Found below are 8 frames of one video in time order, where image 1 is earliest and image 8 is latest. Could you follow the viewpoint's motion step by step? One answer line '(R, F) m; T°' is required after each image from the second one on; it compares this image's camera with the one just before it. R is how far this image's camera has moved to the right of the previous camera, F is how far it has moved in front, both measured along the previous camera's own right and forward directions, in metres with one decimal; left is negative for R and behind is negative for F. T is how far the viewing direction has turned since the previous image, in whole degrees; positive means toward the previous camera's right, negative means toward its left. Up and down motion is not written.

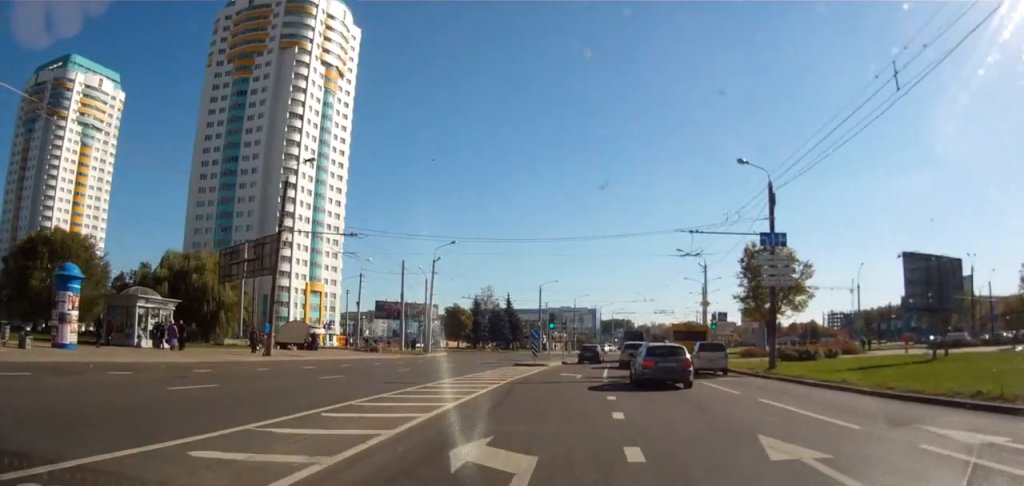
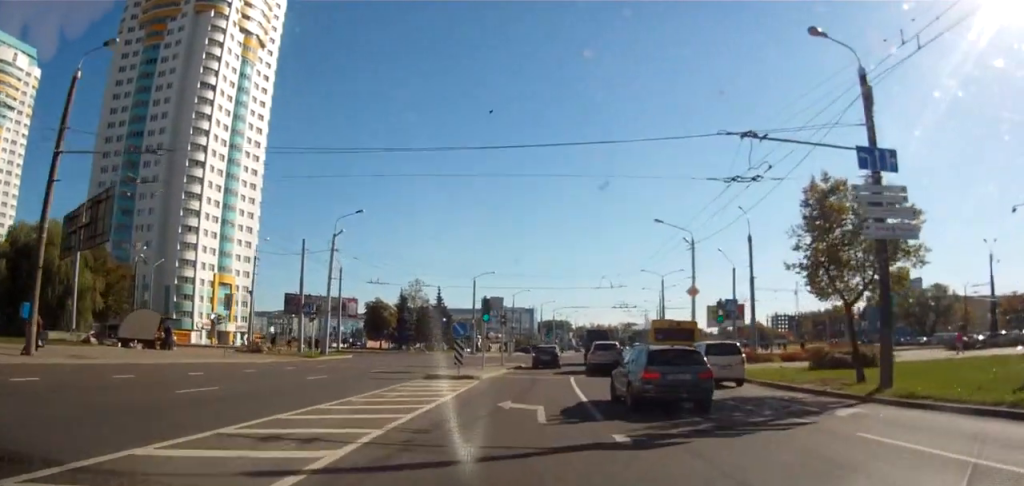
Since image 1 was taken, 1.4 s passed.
(+0.8, +14.8) m; +3°
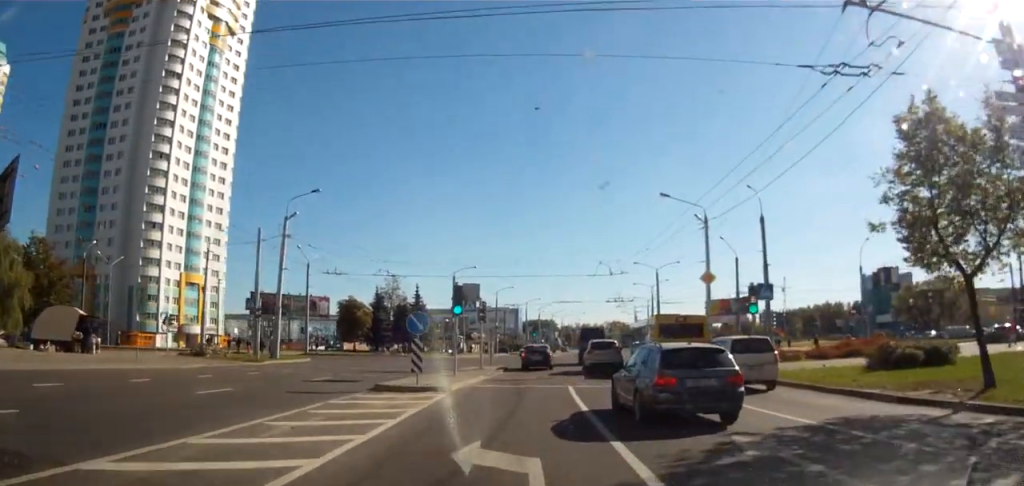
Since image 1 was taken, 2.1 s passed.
(+0.2, +7.1) m; -2°
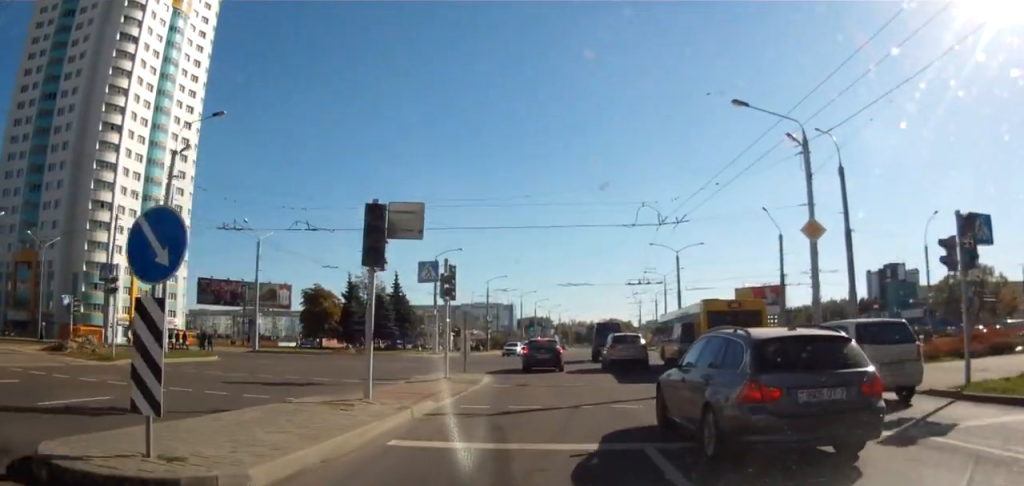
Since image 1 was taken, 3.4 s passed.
(-0.3, +13.5) m; +3°
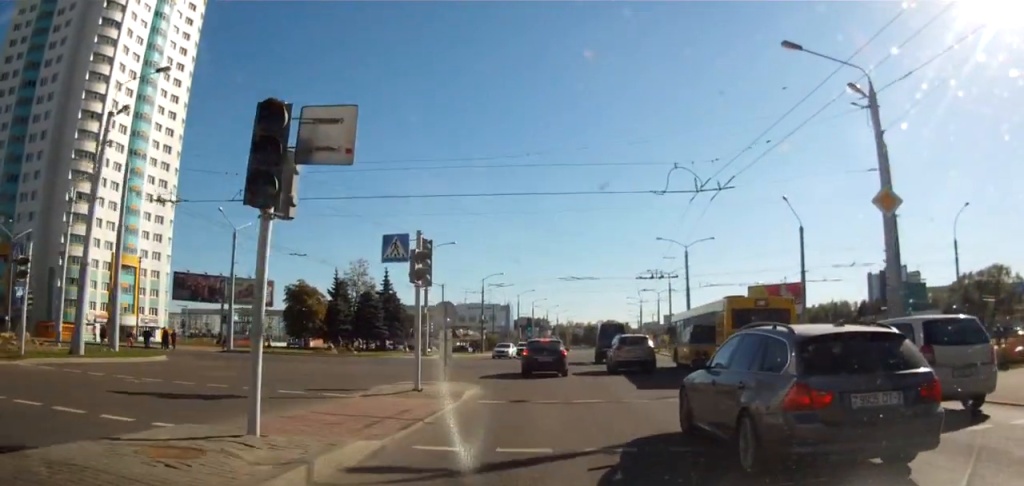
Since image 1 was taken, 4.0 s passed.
(+0.2, +4.9) m; +3°
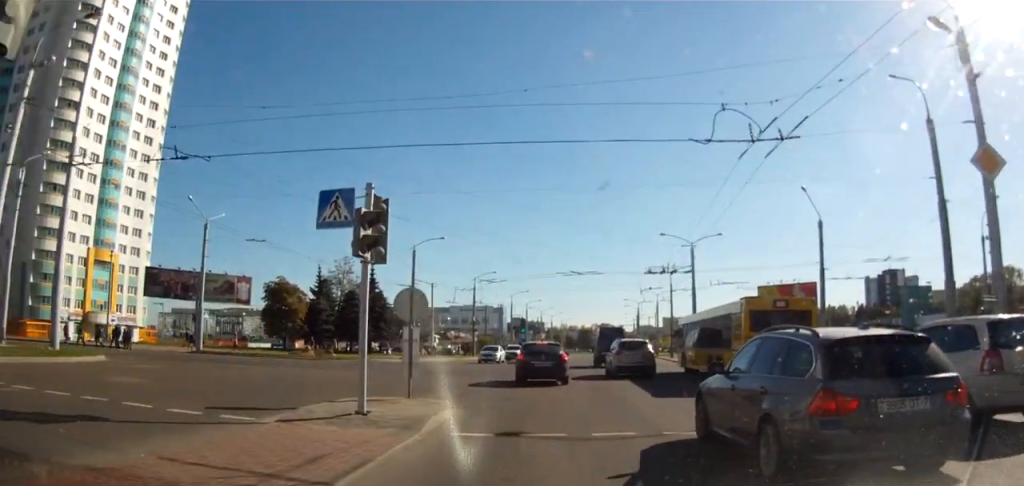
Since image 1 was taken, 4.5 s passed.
(+0.2, +4.7) m; +1°
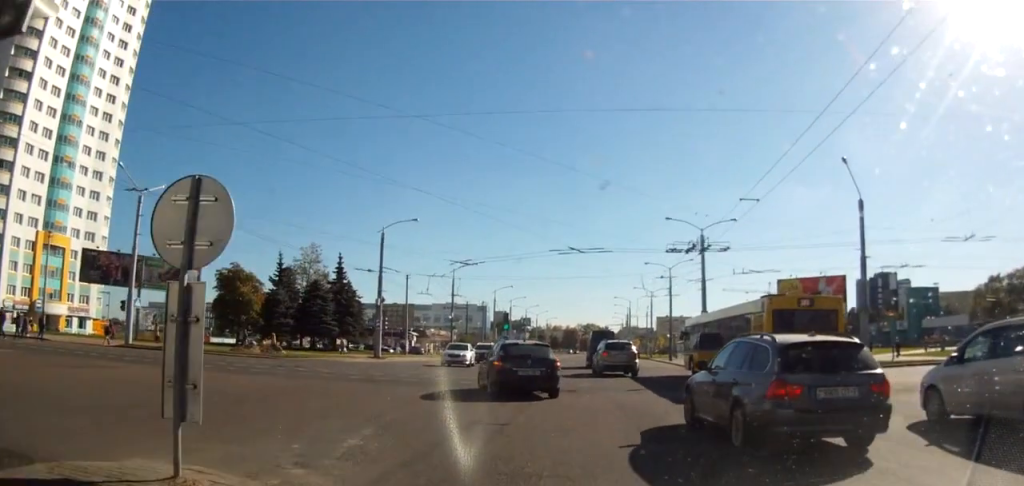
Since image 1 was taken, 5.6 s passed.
(0.0, +8.5) m; -2°
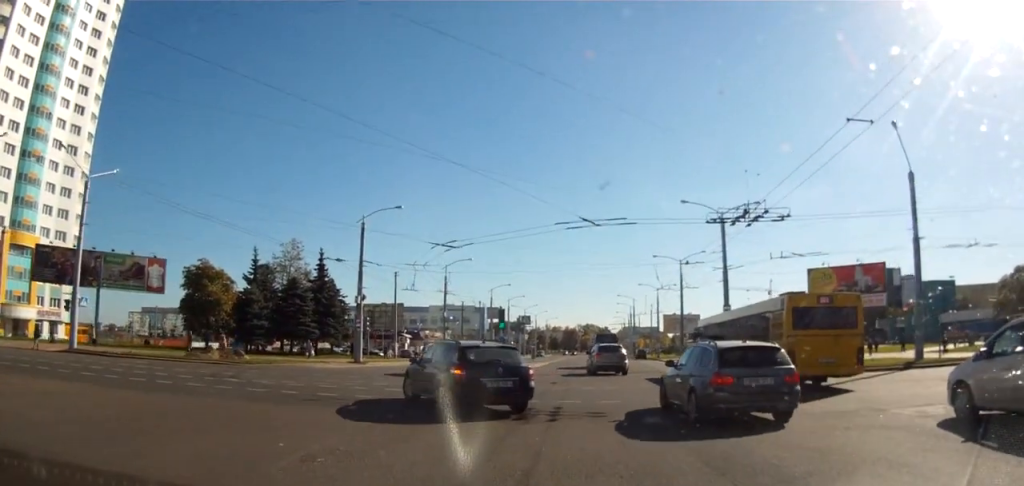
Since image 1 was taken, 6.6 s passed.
(-0.2, +6.5) m; -2°
